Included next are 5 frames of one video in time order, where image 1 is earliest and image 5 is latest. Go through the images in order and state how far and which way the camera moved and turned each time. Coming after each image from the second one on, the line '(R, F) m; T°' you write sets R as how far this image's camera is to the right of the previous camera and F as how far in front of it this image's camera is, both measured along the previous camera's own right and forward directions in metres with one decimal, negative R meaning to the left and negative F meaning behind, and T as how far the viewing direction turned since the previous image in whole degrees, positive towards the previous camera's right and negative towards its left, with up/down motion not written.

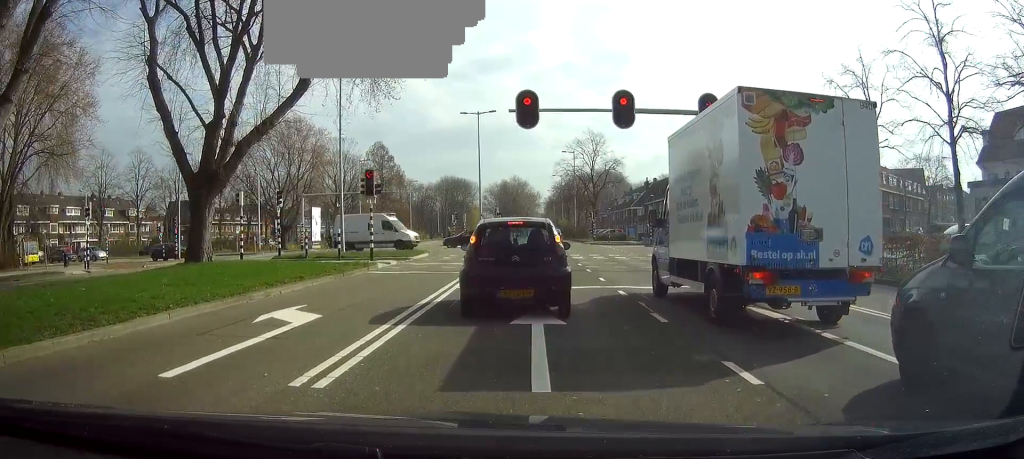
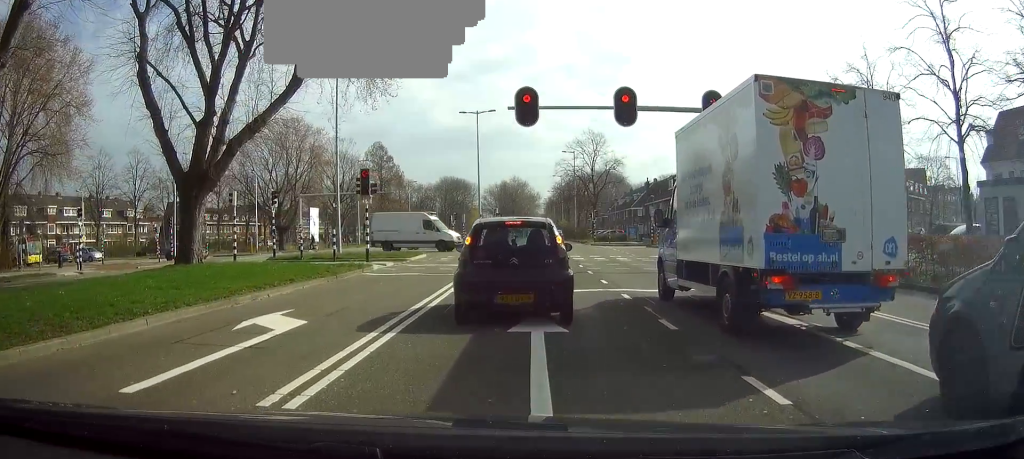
(+0.1, +0.6) m; 0°
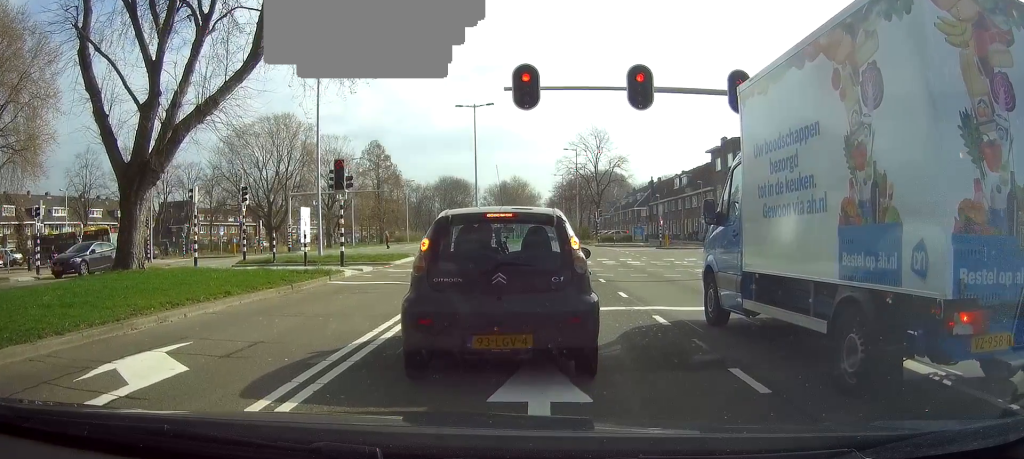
(-0.4, +1.8) m; 0°
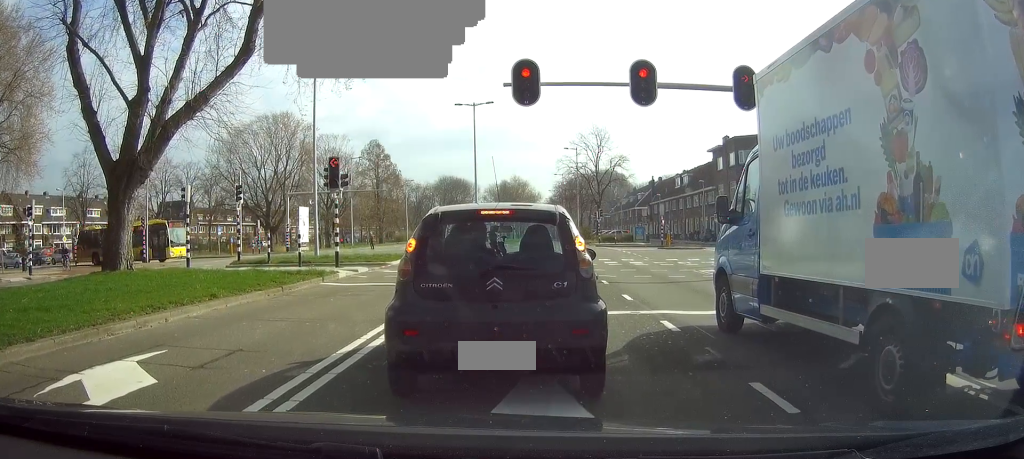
(+0.1, -0.1) m; 0°
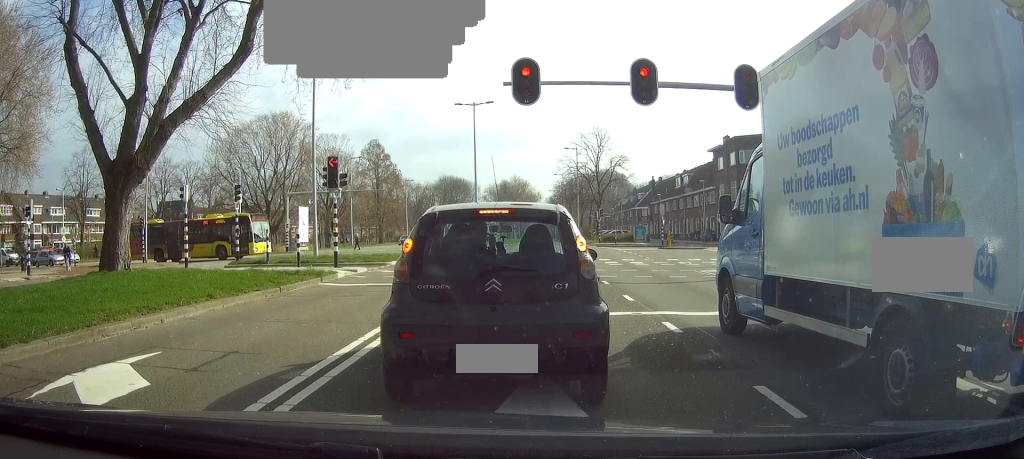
(0.0, -0.2) m; 0°
